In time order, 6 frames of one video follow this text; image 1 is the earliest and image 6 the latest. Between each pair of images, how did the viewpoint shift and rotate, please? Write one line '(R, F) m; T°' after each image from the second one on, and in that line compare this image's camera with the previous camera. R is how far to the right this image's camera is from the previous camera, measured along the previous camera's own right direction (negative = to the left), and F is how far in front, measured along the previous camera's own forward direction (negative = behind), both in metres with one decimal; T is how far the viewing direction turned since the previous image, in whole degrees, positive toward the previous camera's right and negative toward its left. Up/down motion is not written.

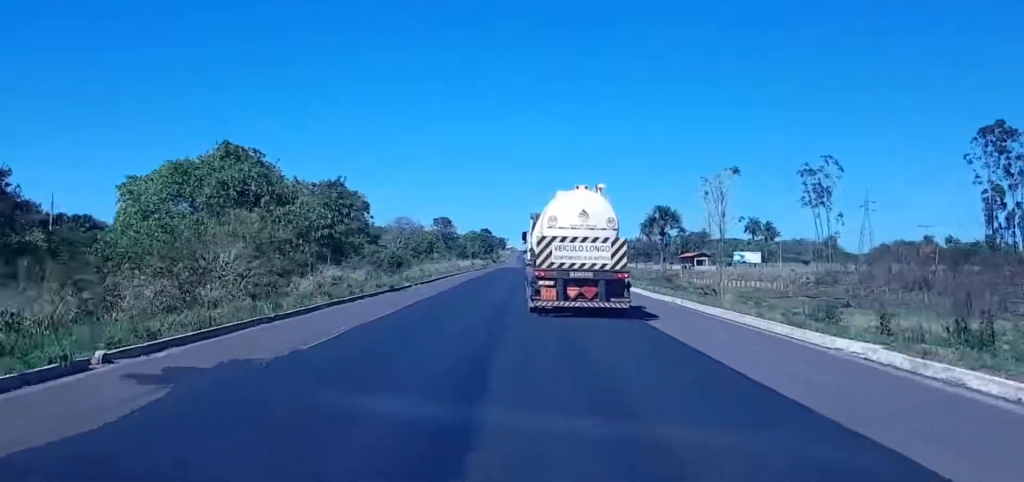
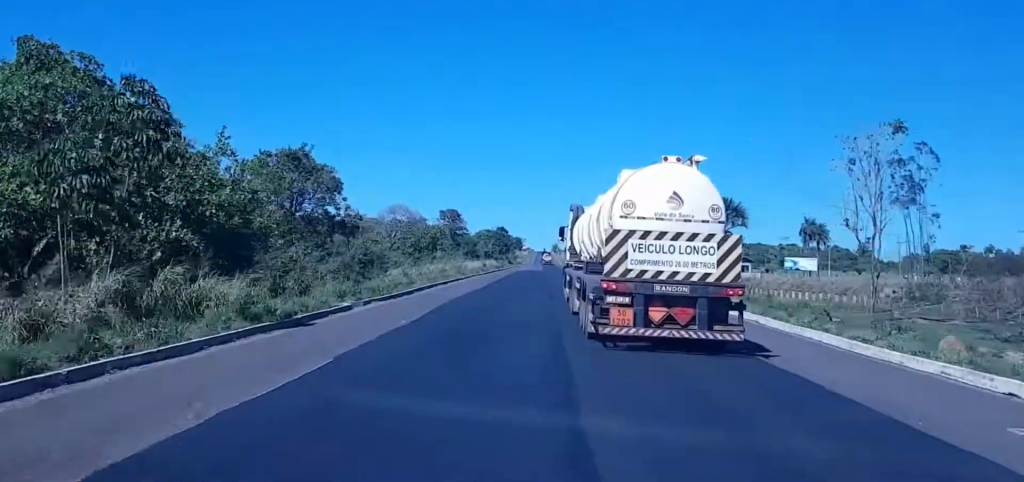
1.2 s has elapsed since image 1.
(+0.1, +28.7) m; +1°
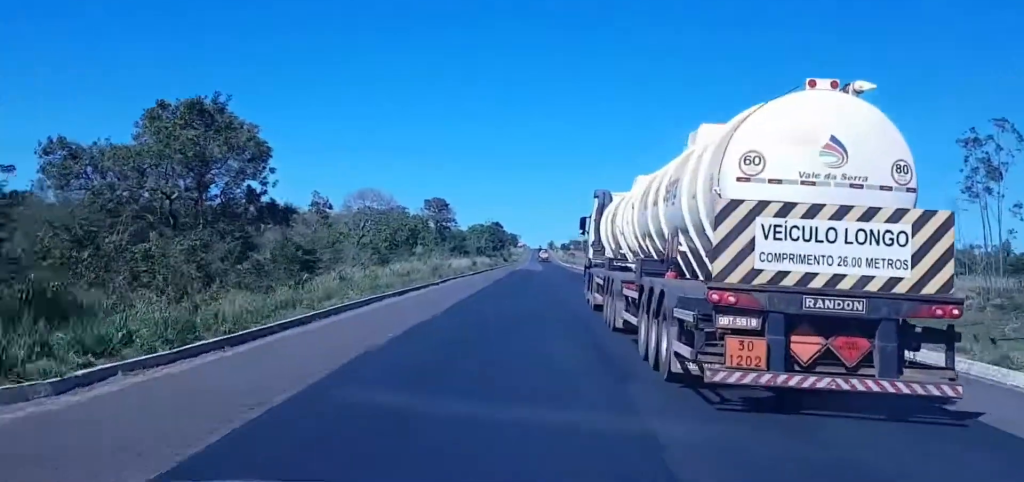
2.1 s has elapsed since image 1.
(+0.5, +23.0) m; -1°
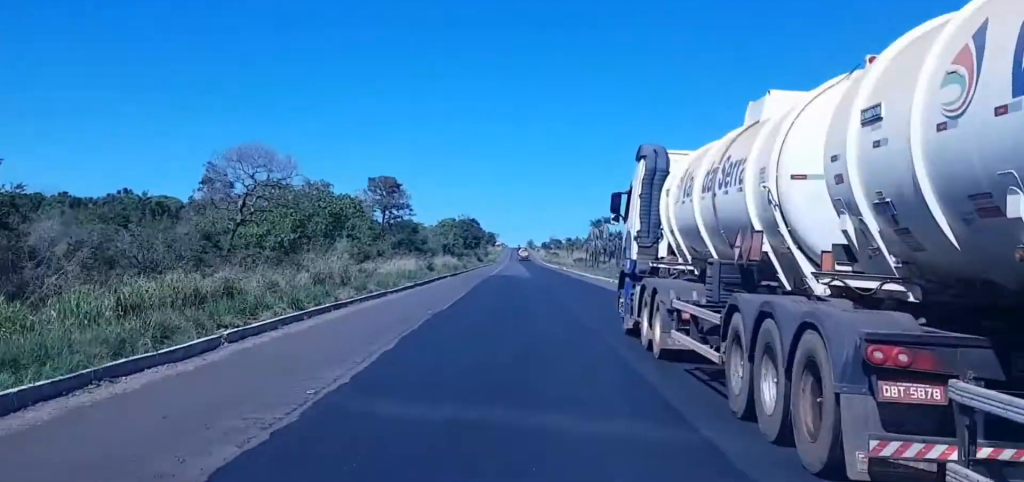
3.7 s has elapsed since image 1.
(-1.4, +39.4) m; -1°
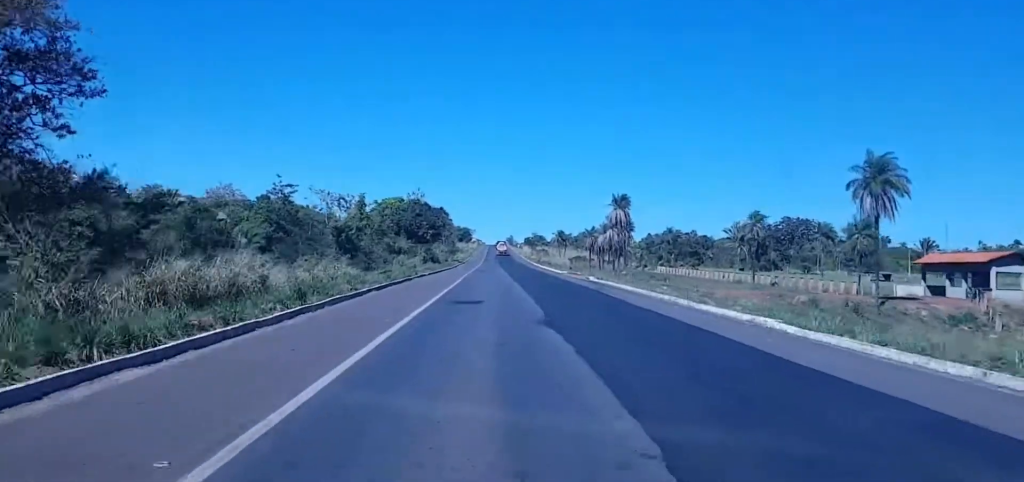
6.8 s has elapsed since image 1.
(+3.9, +83.7) m; +4°
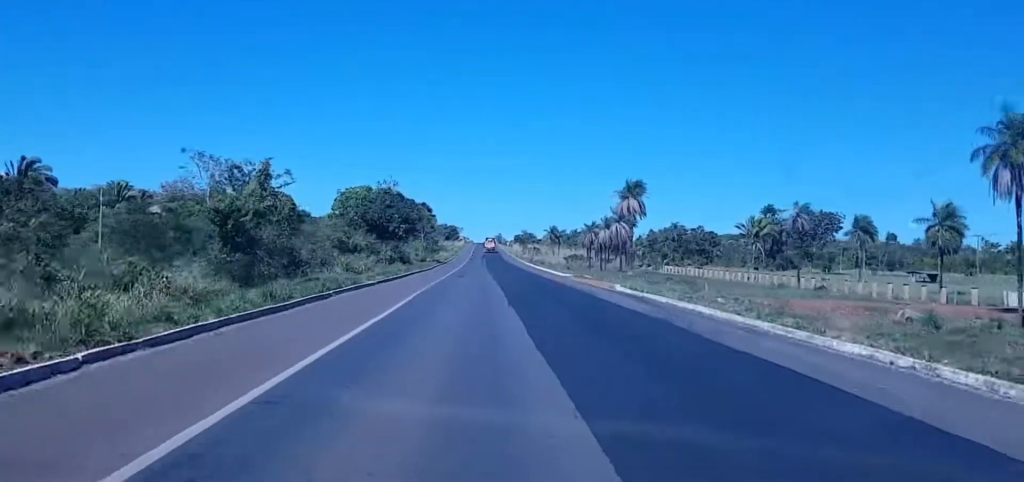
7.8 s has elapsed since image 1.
(+0.3, +26.9) m; 0°
